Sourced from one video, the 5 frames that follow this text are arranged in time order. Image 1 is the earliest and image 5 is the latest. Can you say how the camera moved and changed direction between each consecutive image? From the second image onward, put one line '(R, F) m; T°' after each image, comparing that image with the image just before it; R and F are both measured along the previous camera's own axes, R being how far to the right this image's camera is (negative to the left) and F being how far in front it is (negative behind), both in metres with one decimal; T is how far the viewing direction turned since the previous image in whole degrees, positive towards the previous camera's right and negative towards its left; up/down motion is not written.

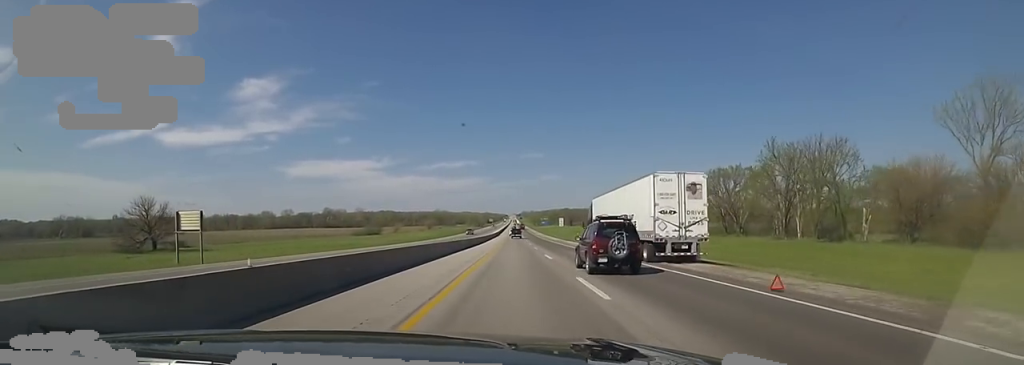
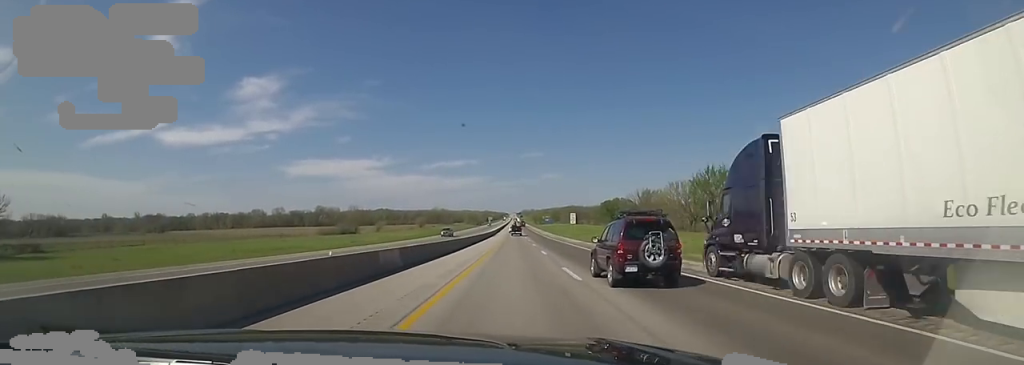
(+0.3, +26.4) m; -2°
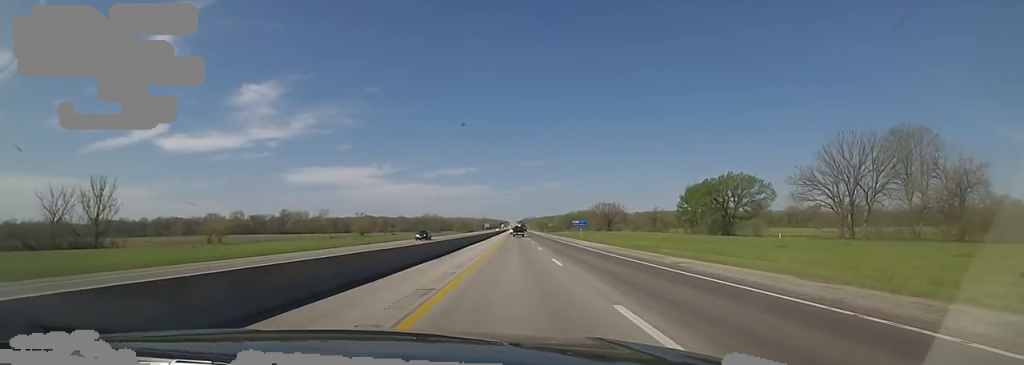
(-0.1, +100.3) m; 0°
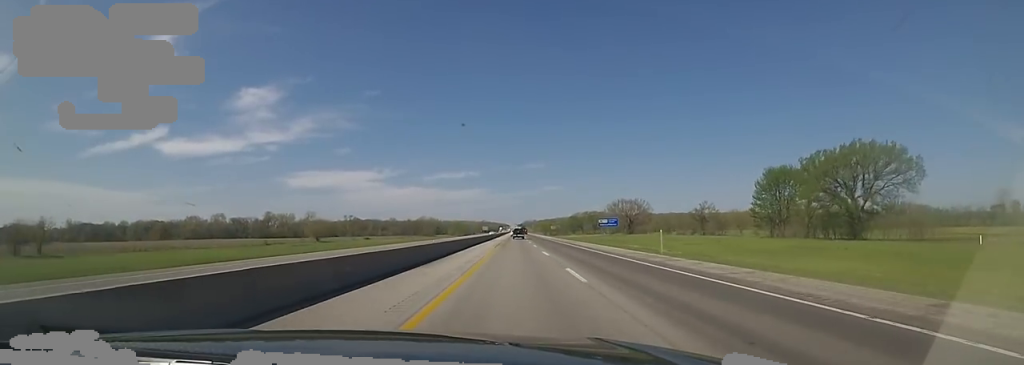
(-0.5, +36.3) m; -1°
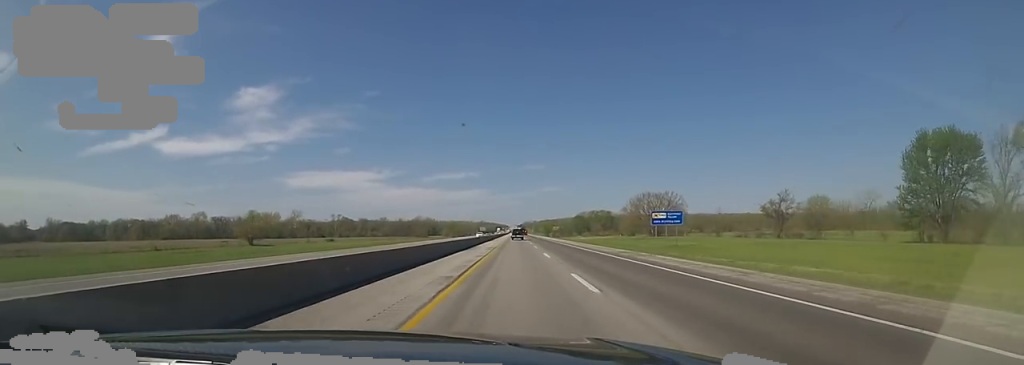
(0.0, +32.4) m; +1°
